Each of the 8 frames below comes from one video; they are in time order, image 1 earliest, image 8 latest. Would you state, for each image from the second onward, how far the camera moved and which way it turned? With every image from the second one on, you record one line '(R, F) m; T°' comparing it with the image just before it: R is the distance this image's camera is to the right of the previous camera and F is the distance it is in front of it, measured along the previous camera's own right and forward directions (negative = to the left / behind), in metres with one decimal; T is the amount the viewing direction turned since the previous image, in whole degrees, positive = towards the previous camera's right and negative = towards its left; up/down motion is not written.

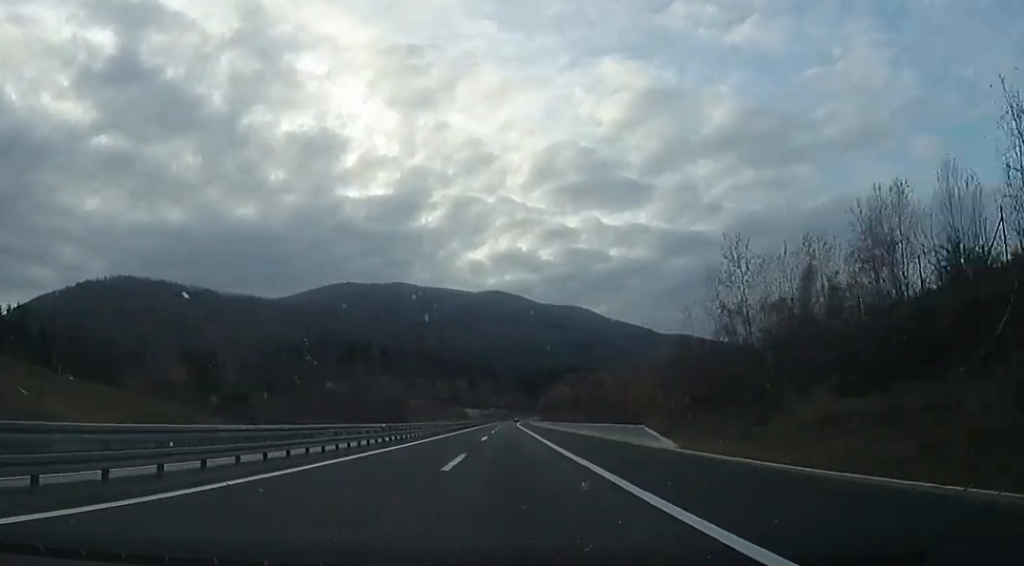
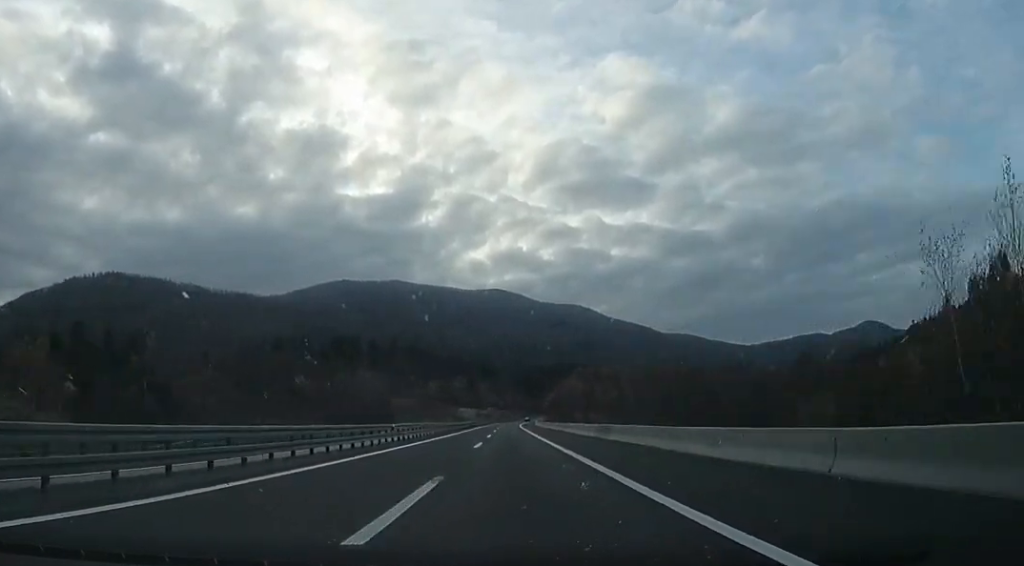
(+0.2, +33.8) m; -2°
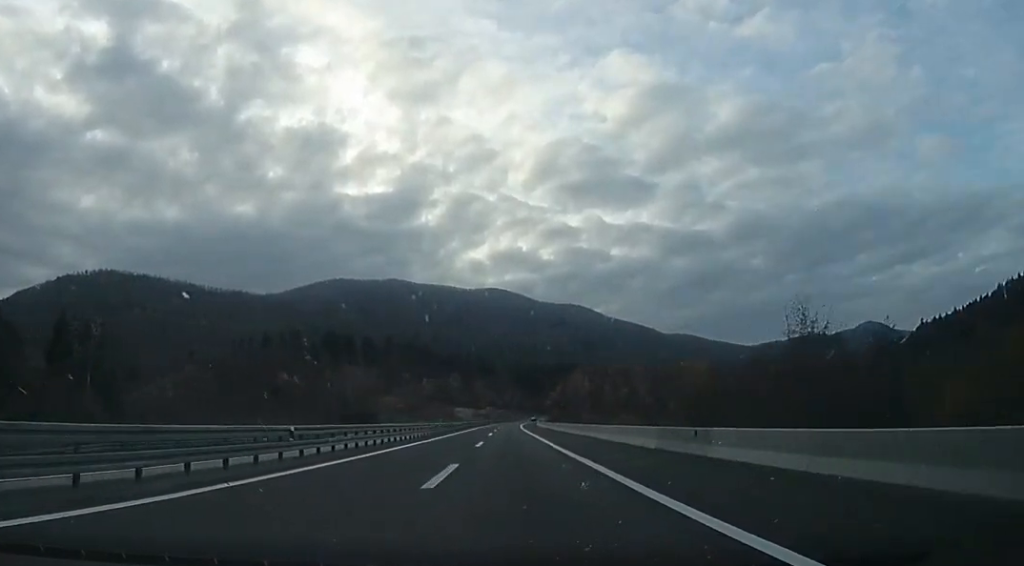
(-0.4, +17.3) m; -1°
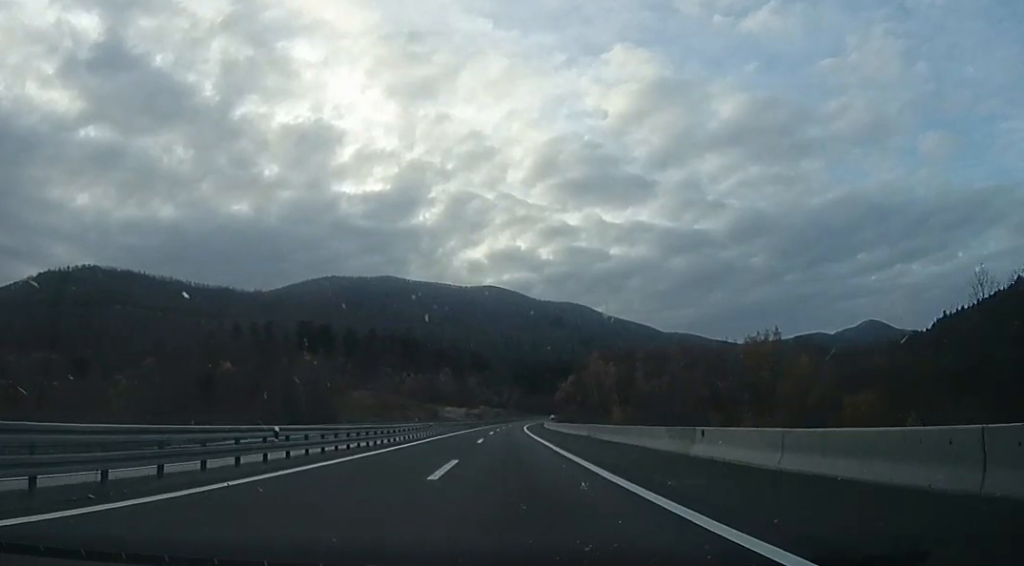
(0.0, +41.3) m; +2°
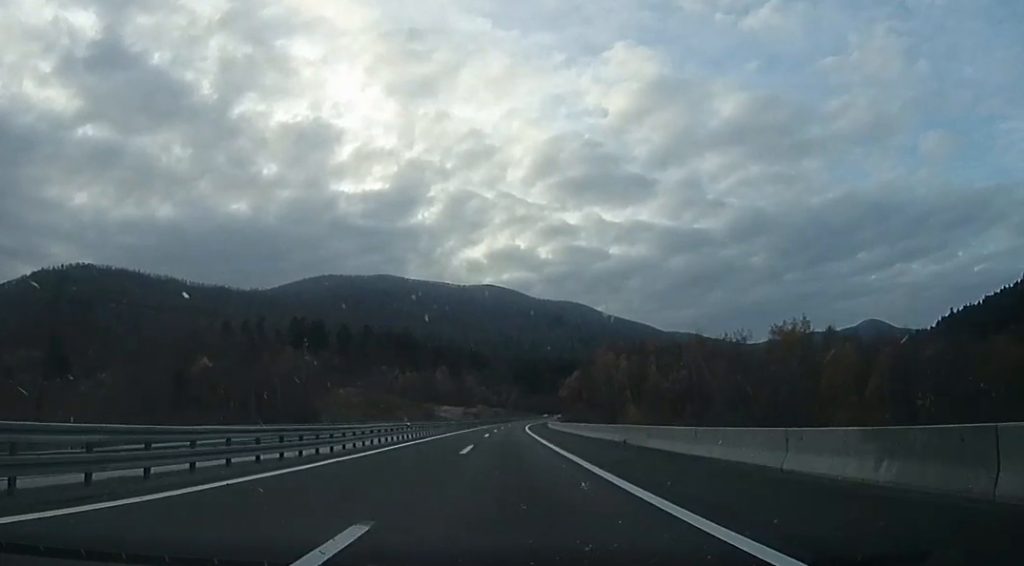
(-0.4, +12.4) m; +1°
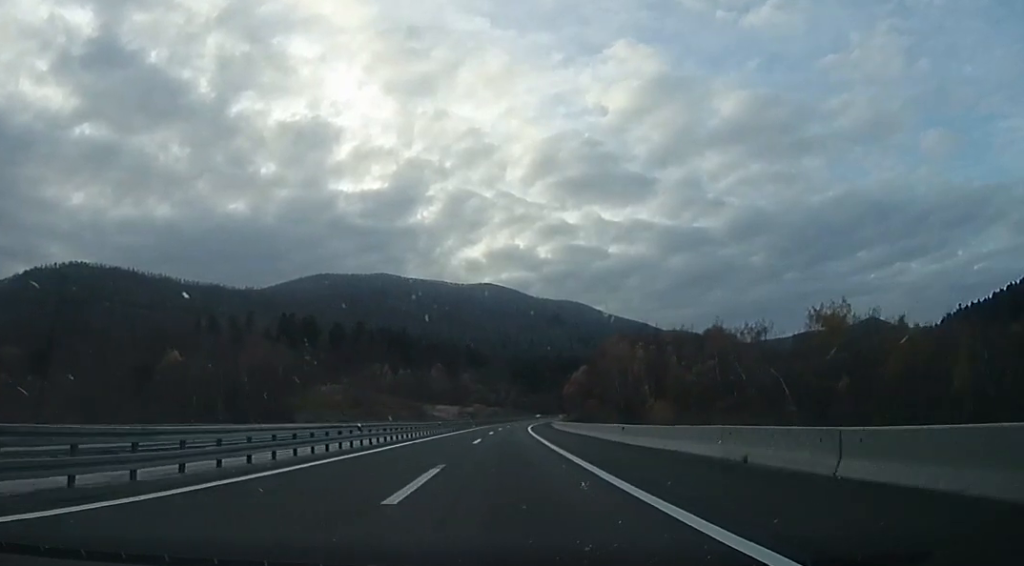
(+0.8, +14.2) m; 0°
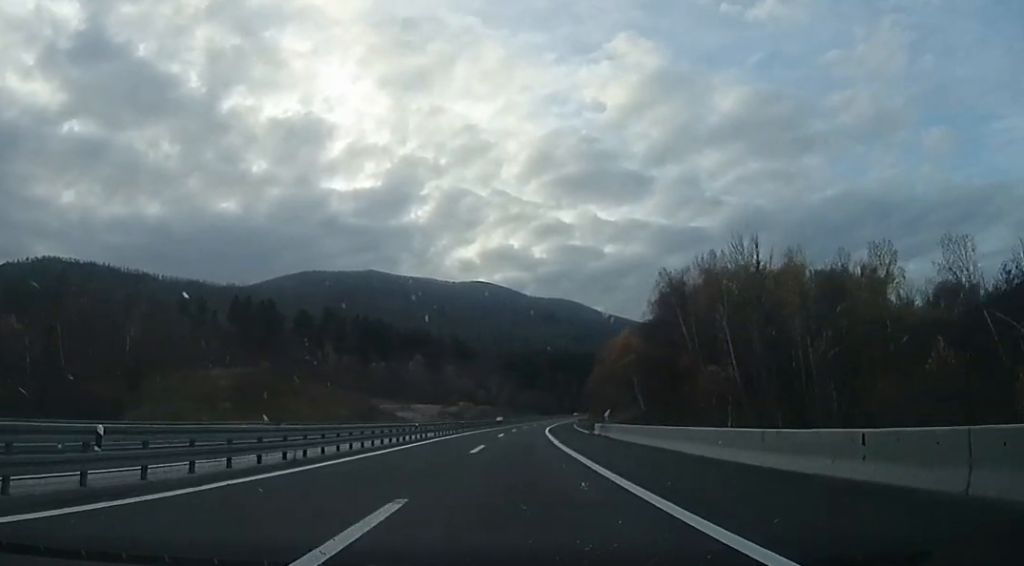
(-1.2, +51.2) m; -2°
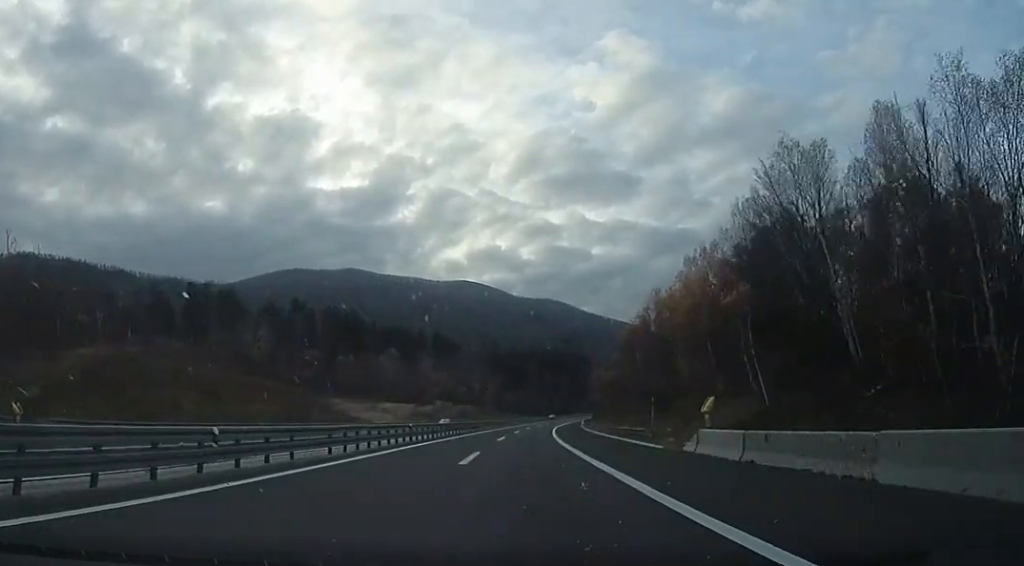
(+0.4, +27.5) m; +3°
